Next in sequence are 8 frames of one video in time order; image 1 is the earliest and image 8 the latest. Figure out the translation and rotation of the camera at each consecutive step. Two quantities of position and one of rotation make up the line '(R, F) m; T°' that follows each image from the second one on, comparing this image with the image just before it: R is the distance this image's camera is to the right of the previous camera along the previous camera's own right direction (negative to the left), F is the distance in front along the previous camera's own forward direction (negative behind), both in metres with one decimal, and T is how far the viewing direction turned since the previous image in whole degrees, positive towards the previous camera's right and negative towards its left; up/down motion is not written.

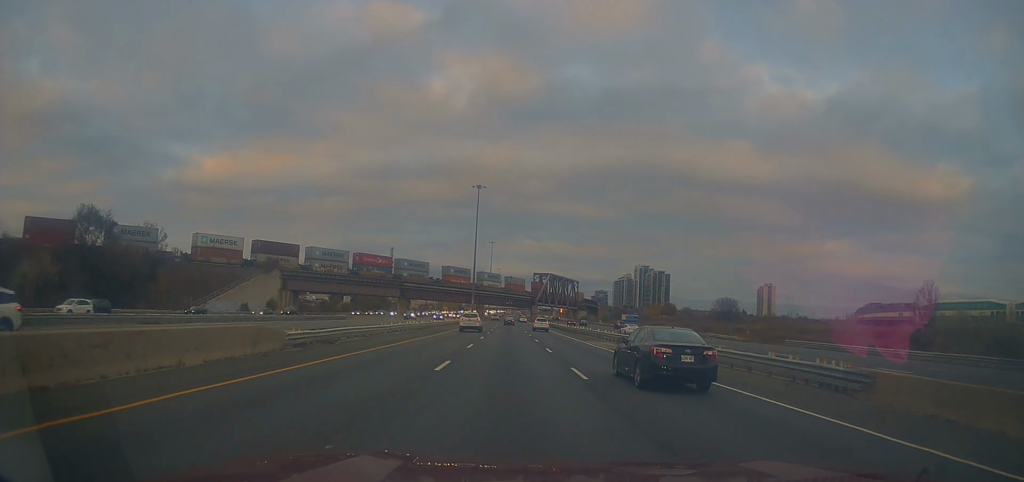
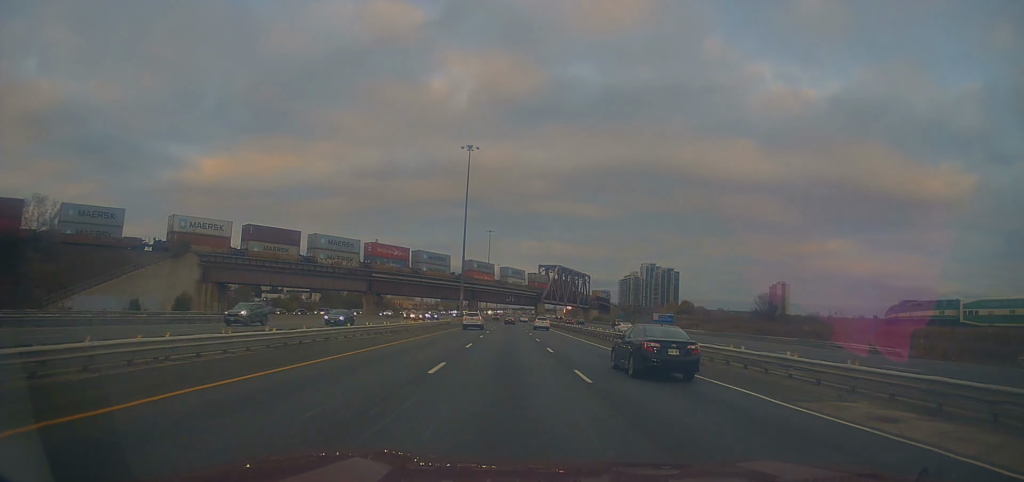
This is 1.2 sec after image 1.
(-0.2, +36.5) m; 0°
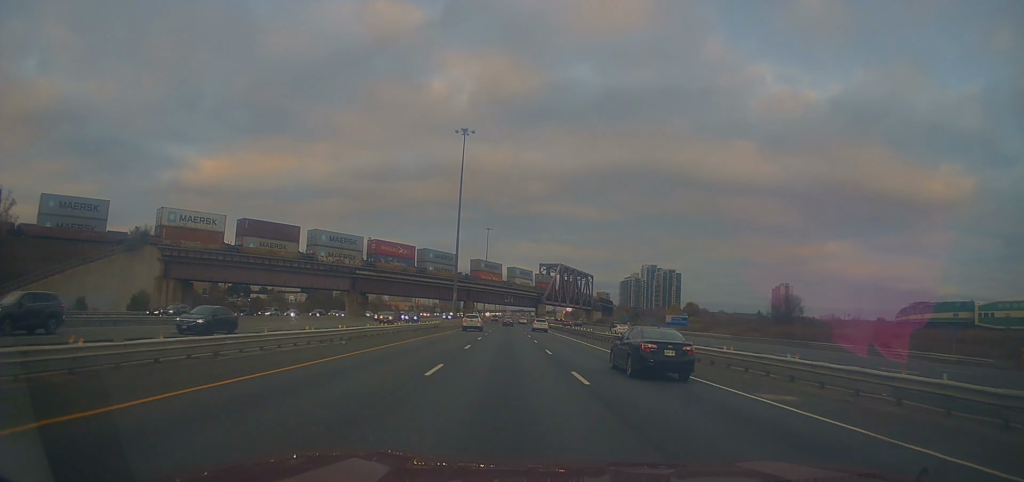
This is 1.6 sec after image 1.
(0.0, +11.9) m; 0°
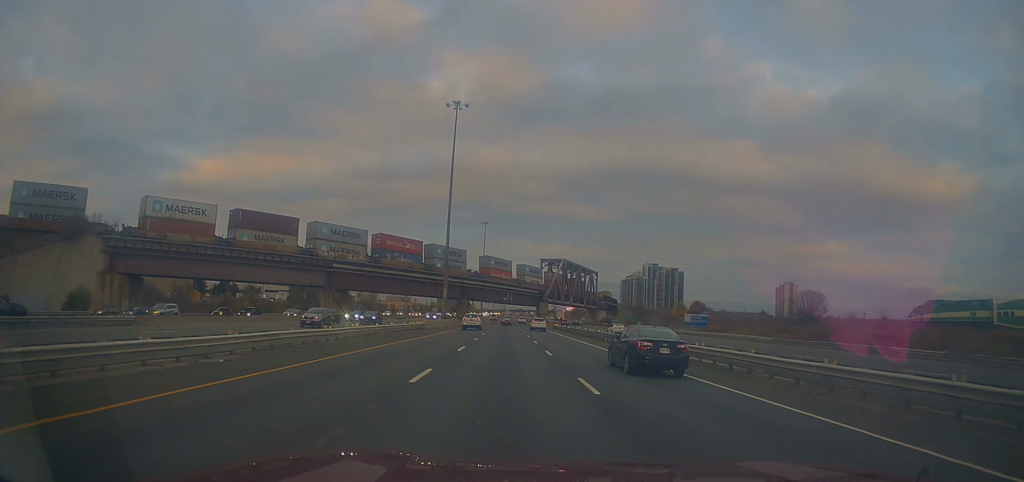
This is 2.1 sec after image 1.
(0.0, +13.8) m; 0°
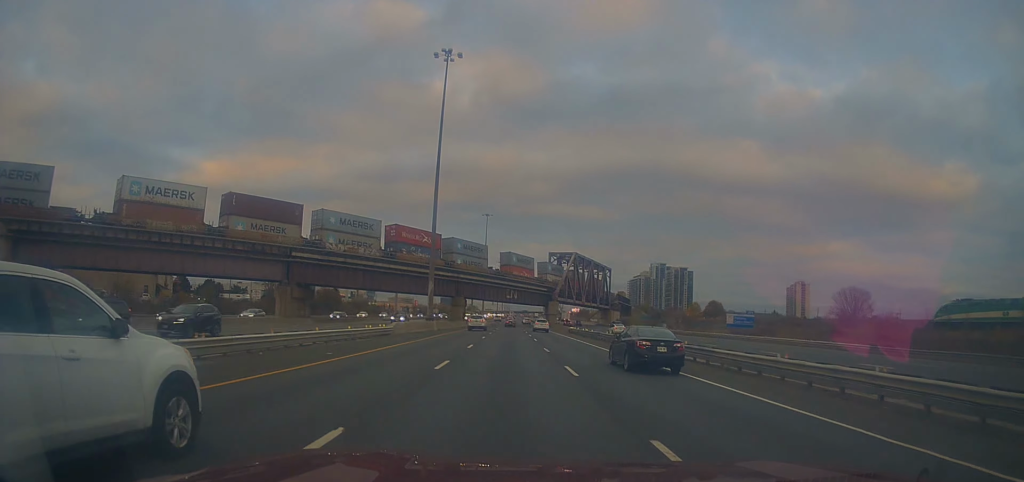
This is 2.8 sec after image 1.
(0.0, +19.7) m; 0°
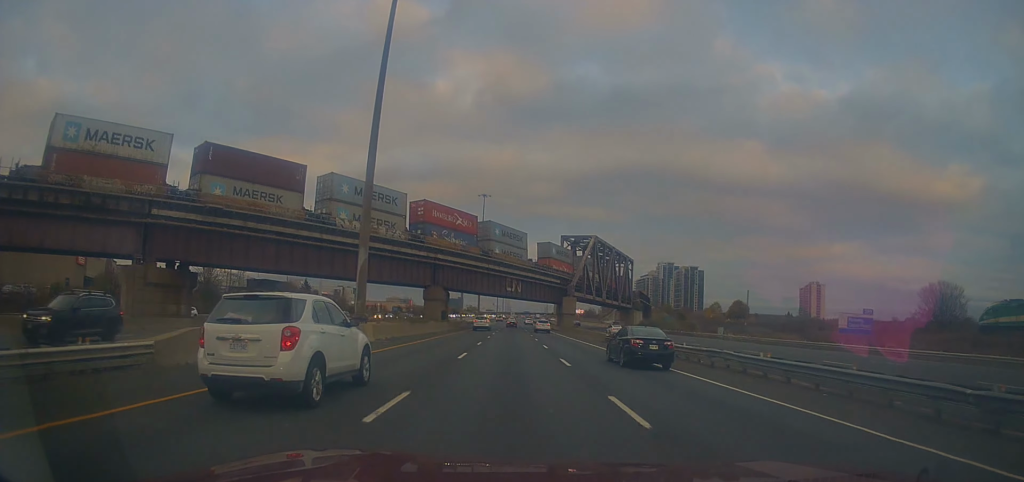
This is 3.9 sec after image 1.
(0.0, +32.6) m; +1°
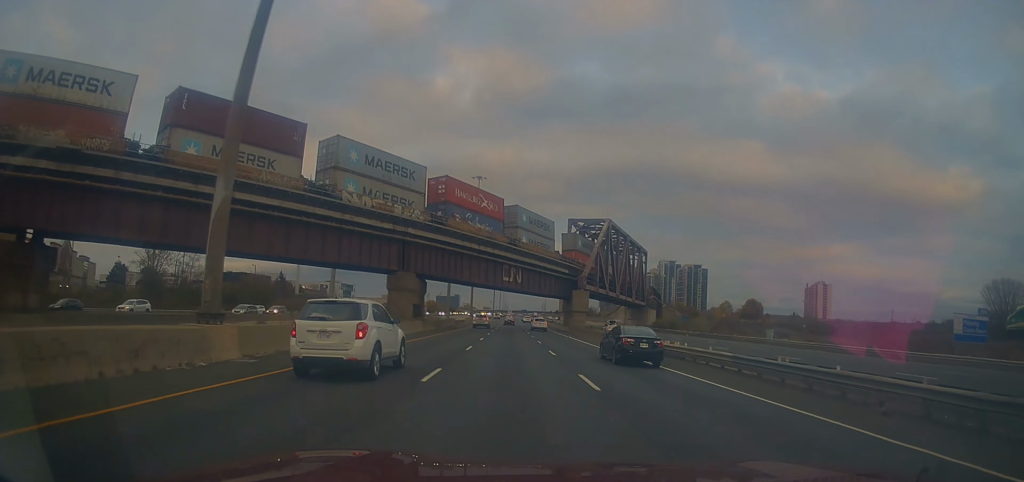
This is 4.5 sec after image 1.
(+0.1, +18.7) m; 0°
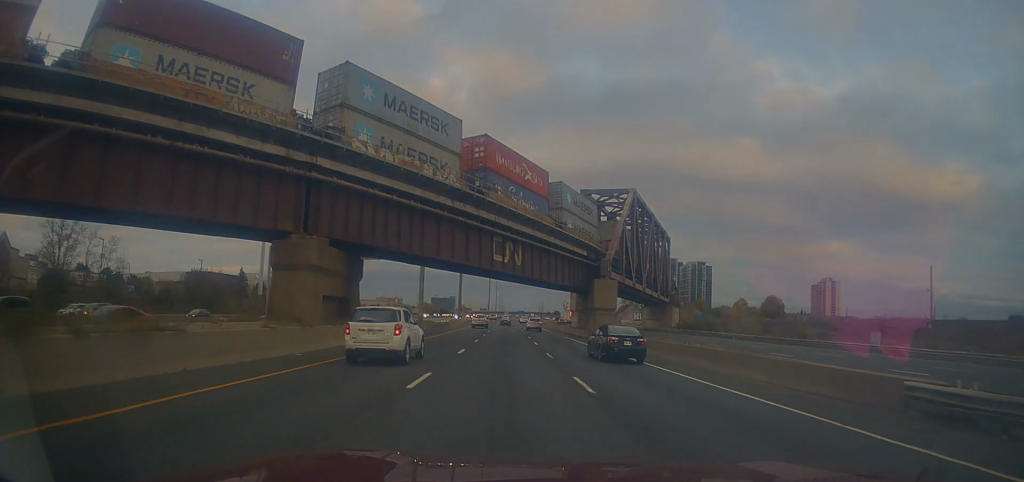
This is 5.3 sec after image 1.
(+0.4, +23.6) m; 0°
